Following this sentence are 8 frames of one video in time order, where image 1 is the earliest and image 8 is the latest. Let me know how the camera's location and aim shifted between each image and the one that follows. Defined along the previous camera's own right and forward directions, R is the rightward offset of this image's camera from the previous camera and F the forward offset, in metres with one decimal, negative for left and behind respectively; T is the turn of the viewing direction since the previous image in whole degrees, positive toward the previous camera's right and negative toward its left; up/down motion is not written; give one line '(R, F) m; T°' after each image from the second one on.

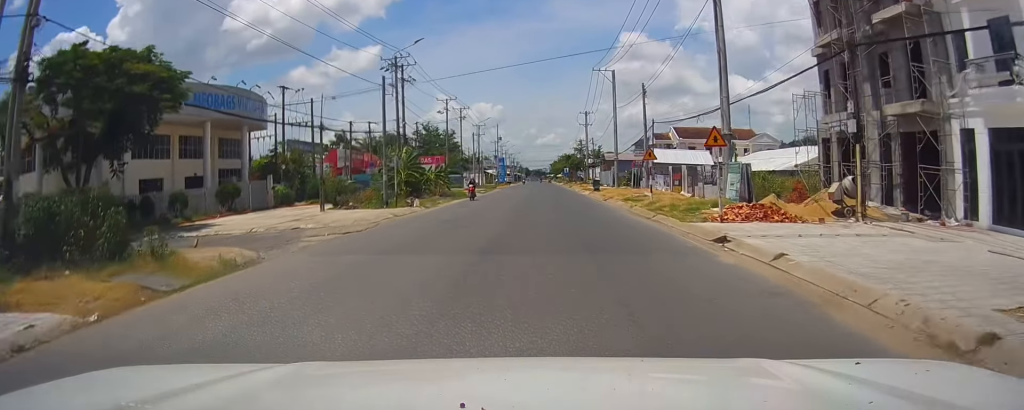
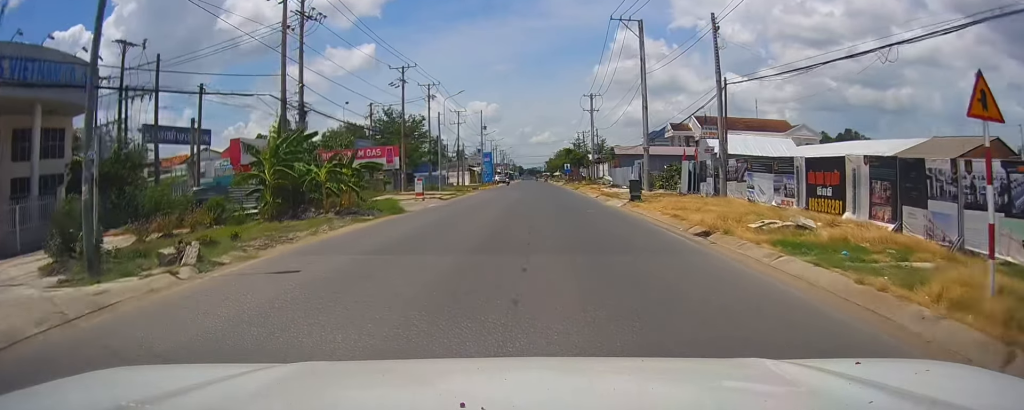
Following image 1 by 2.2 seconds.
(+0.2, +24.1) m; 0°
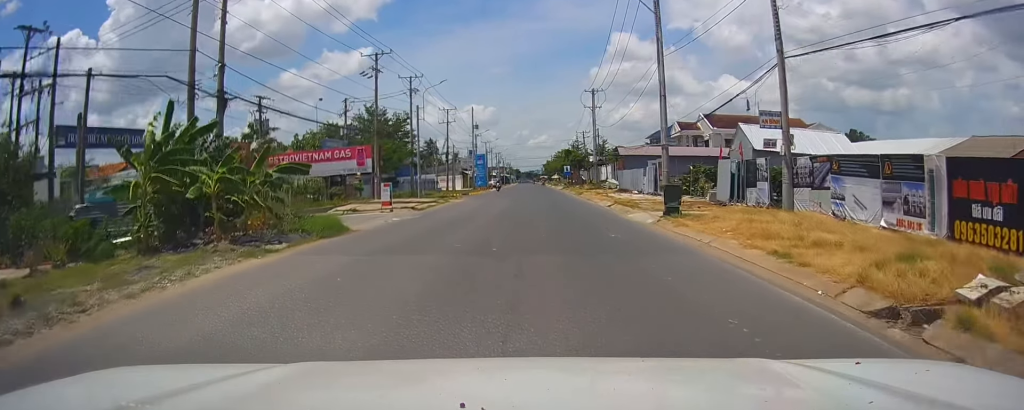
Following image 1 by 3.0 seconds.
(+0.1, +8.8) m; -1°
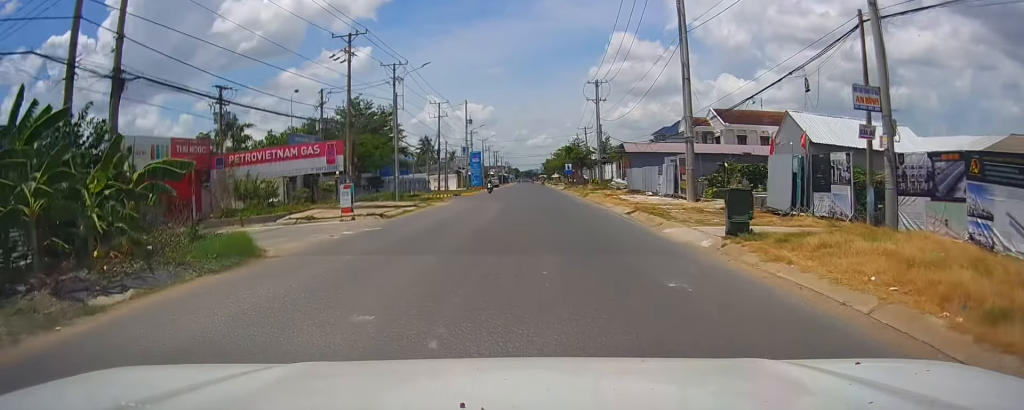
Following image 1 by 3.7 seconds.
(+0.1, +7.6) m; -1°
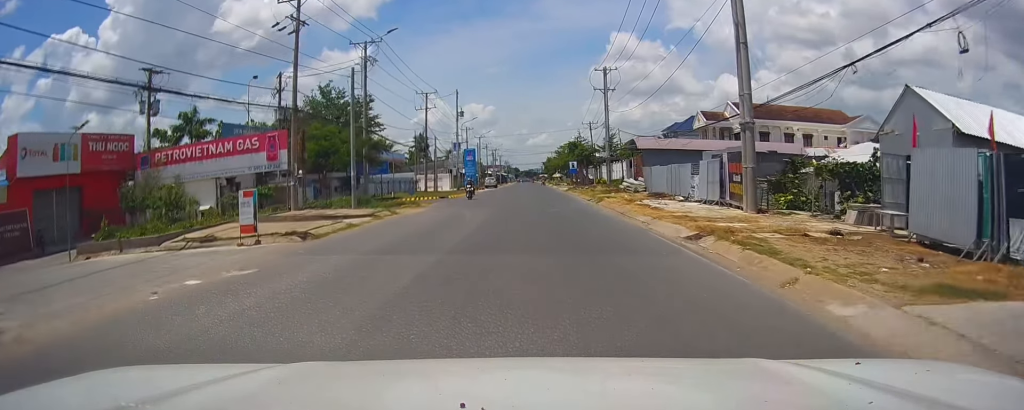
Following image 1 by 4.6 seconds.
(-0.4, +9.8) m; 0°
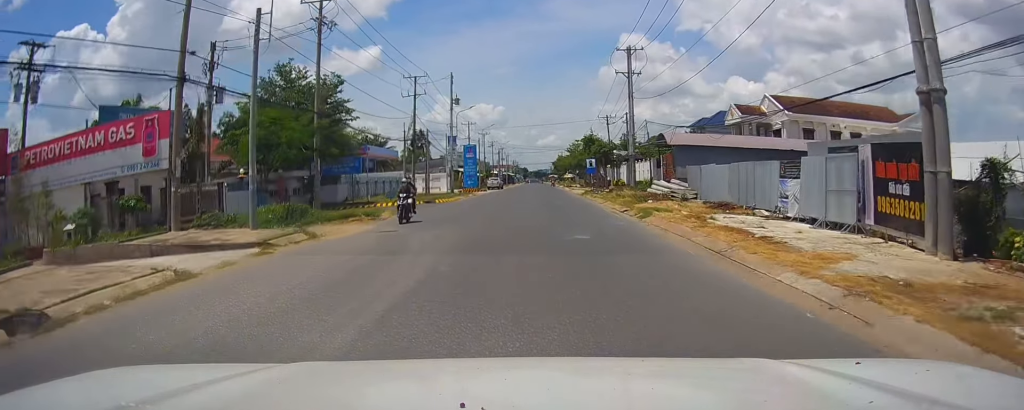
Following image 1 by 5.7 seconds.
(+0.4, +12.5) m; +2°
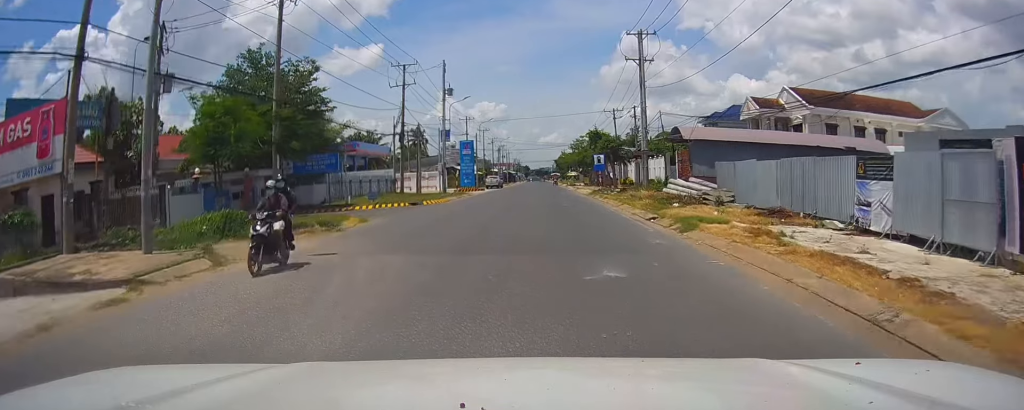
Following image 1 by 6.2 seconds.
(-0.1, +6.0) m; 0°
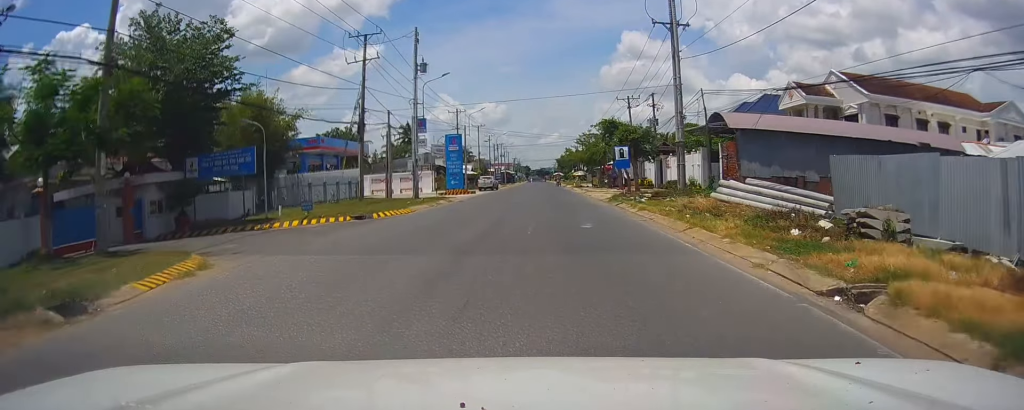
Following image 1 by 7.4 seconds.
(+0.1, +13.4) m; +1°
